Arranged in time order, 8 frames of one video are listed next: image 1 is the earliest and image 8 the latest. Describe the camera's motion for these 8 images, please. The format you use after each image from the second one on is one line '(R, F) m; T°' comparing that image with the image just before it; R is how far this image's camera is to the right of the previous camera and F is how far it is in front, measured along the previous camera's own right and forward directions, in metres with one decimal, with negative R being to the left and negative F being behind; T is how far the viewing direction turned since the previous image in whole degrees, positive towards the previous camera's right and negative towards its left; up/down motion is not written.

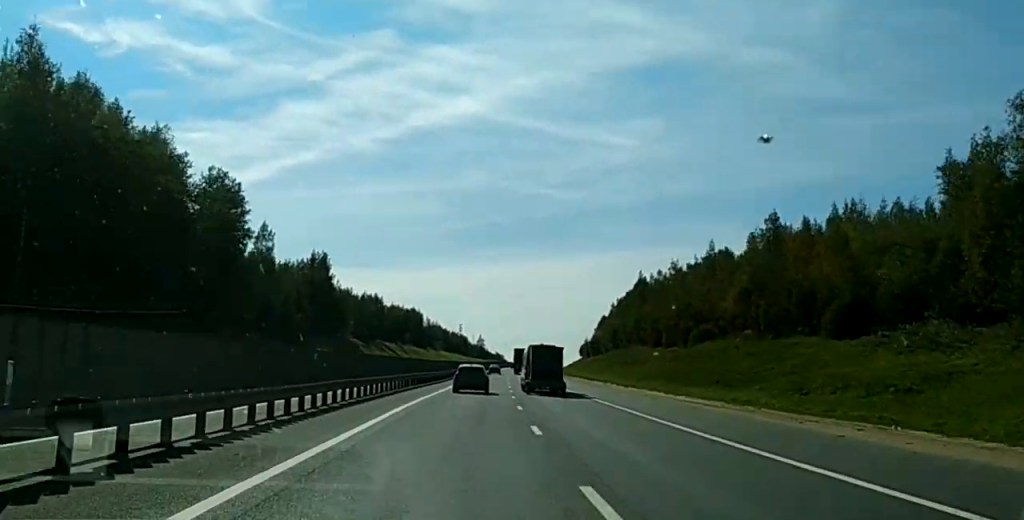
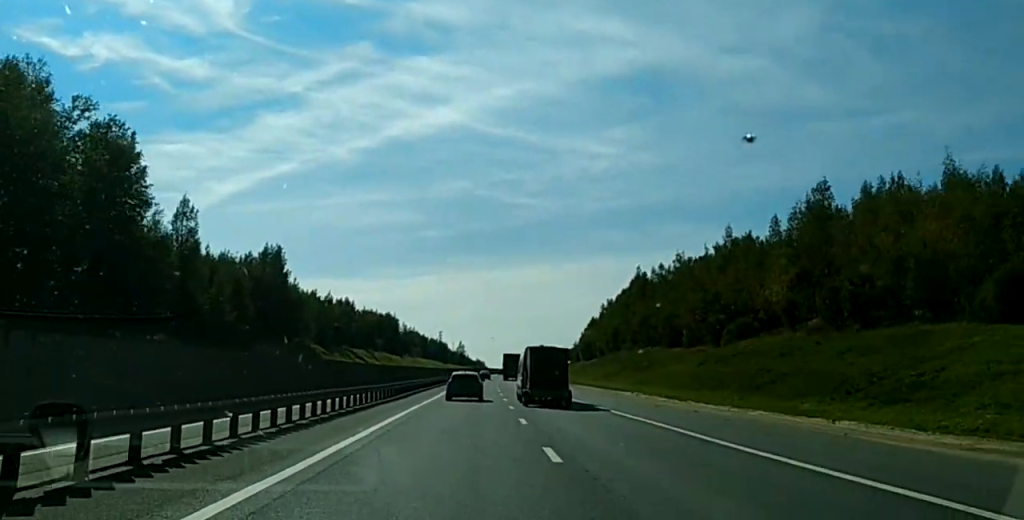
(+0.3, +28.7) m; +1°
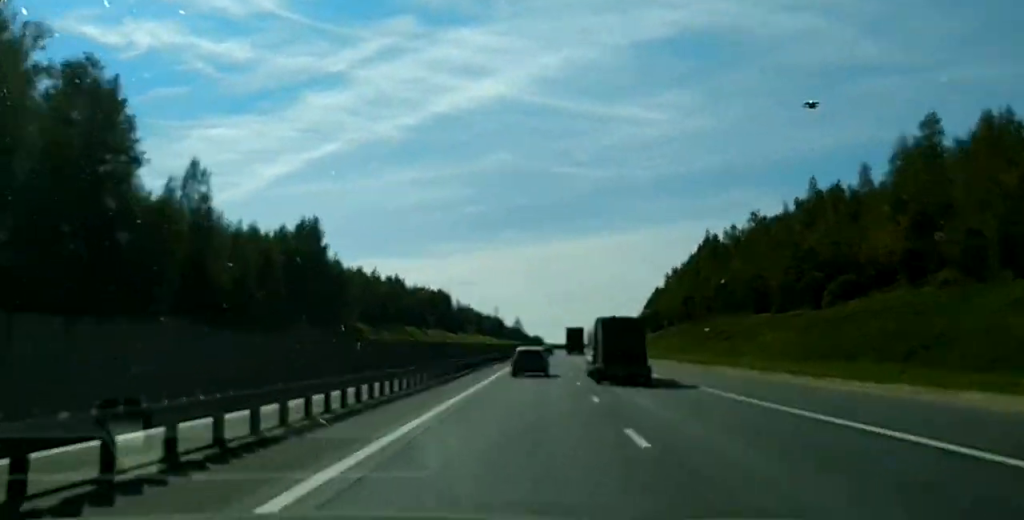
(+0.1, +13.8) m; 0°
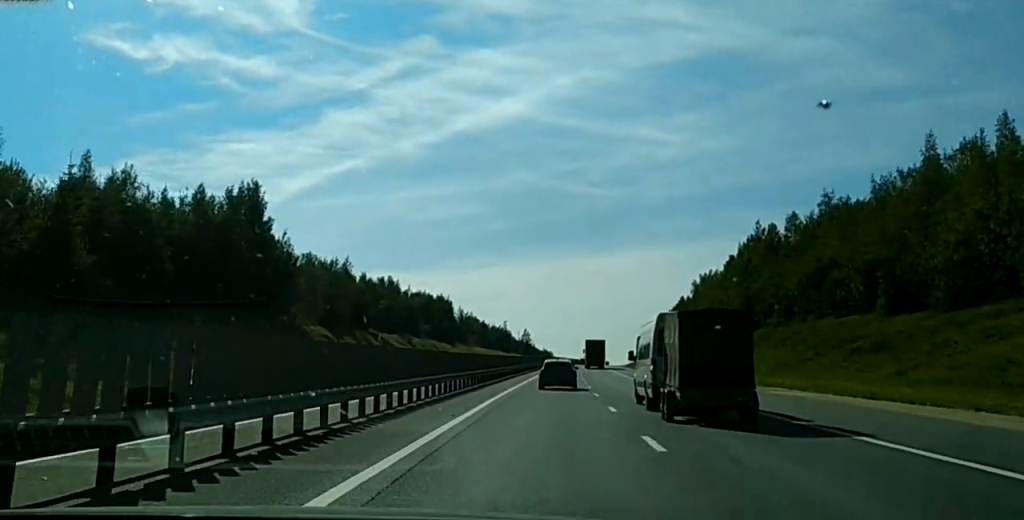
(-0.5, +46.5) m; 0°
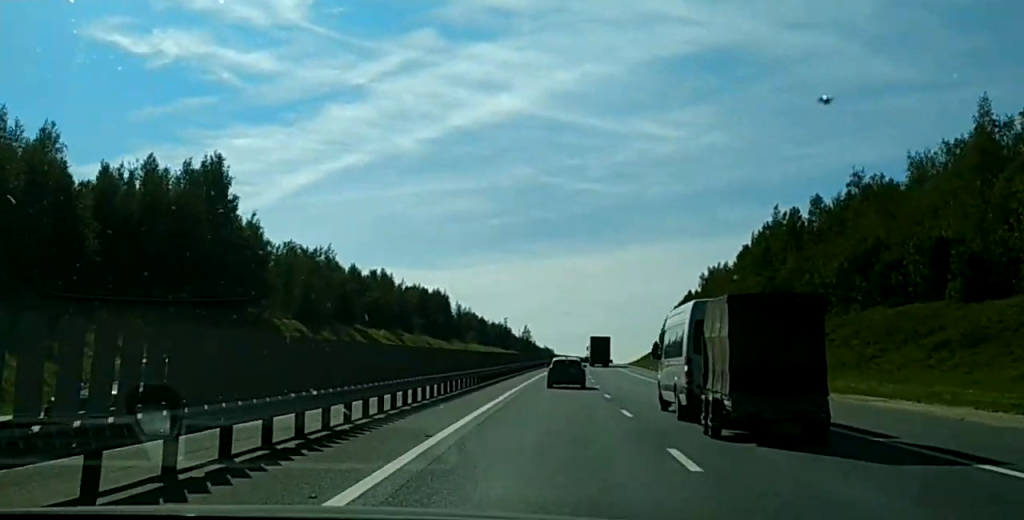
(-0.2, +13.8) m; 0°
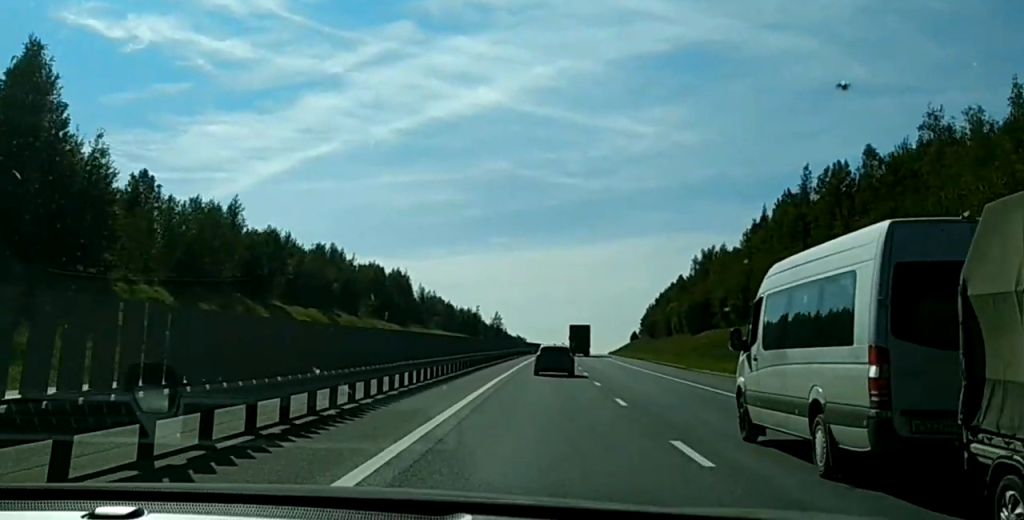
(+1.0, +36.5) m; +2°
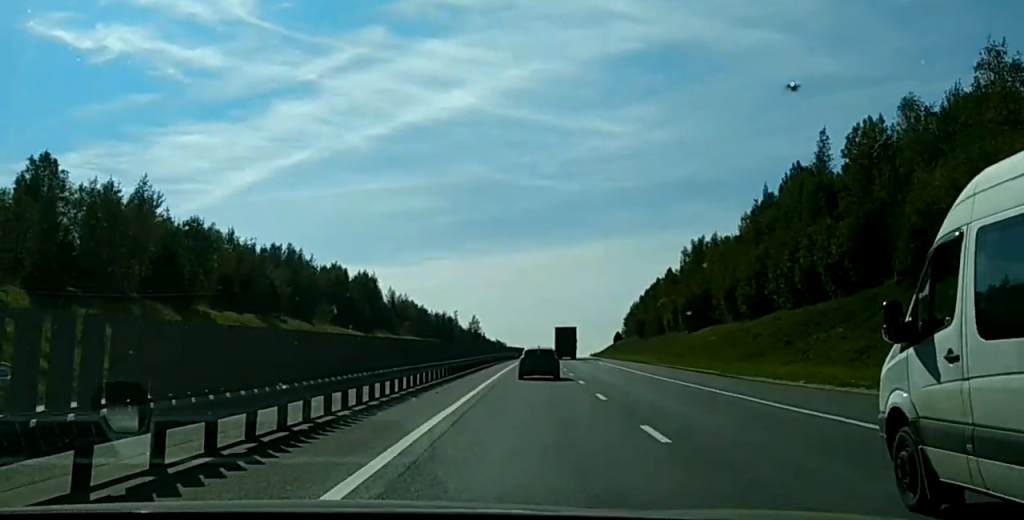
(+0.1, +20.5) m; +1°
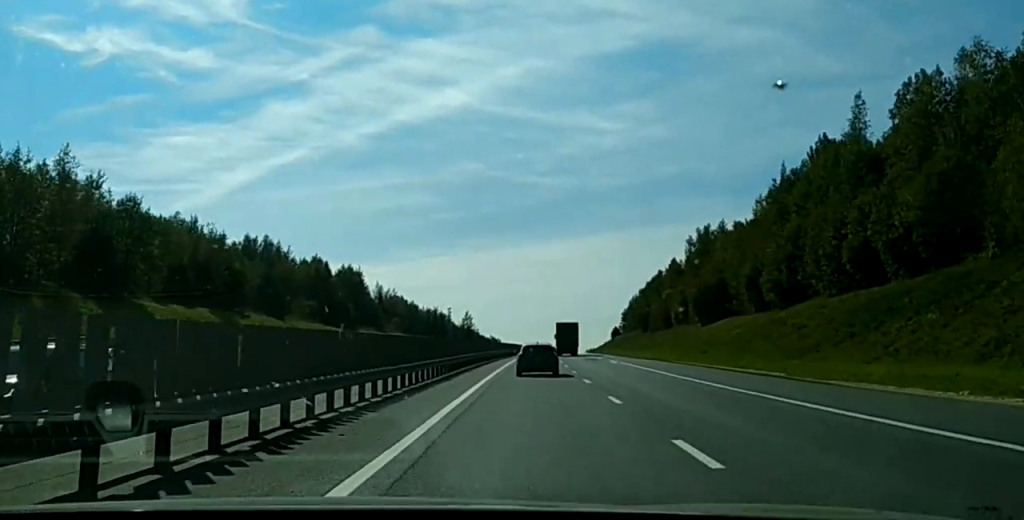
(+0.2, +17.3) m; +1°
